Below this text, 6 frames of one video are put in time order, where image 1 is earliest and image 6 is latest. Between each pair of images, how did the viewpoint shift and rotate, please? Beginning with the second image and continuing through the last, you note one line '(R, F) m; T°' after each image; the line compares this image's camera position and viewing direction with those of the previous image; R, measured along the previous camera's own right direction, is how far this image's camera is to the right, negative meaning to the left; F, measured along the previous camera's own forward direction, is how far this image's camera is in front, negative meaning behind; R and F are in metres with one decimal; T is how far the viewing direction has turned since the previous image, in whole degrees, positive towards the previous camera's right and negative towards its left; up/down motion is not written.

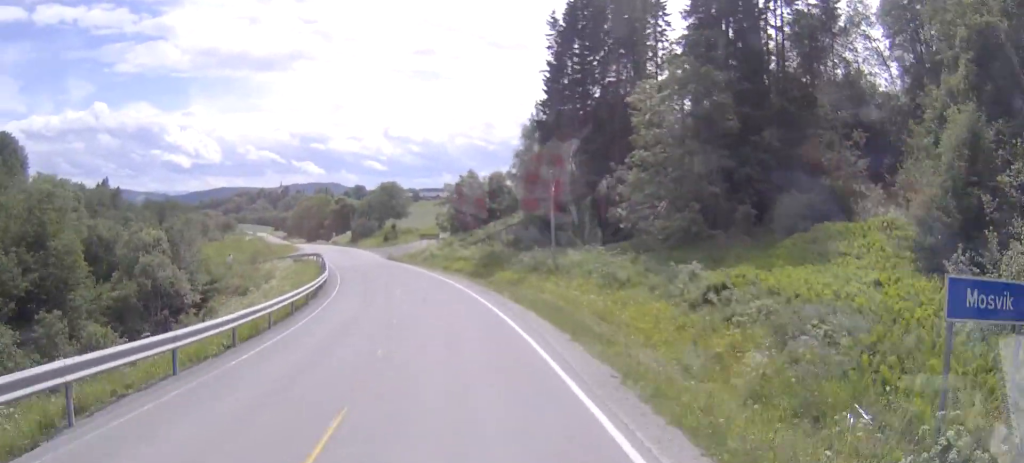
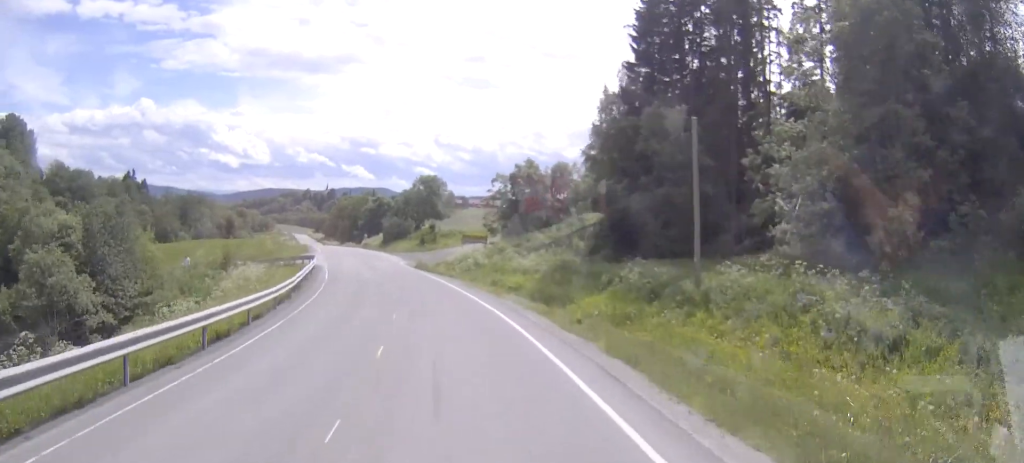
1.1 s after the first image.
(-0.6, +18.9) m; -4°
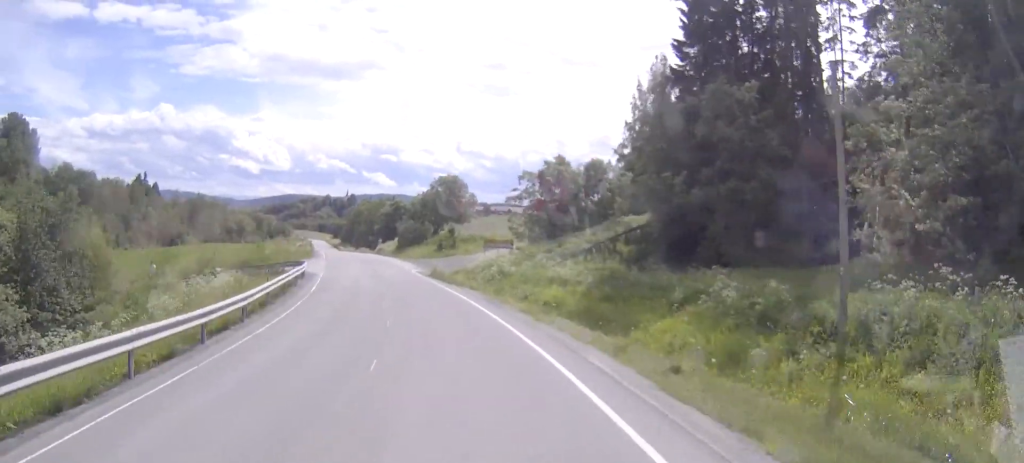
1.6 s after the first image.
(-0.2, +7.7) m; -2°
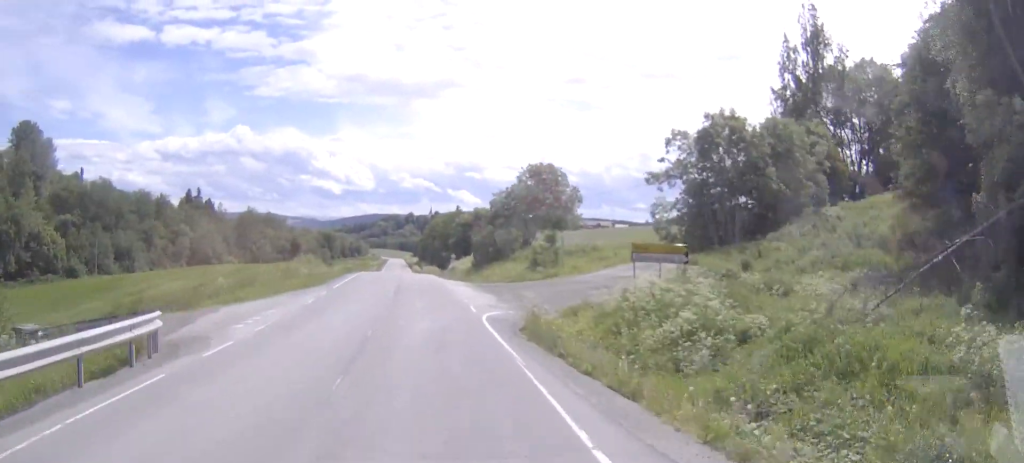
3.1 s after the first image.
(-1.5, +25.6) m; -7°
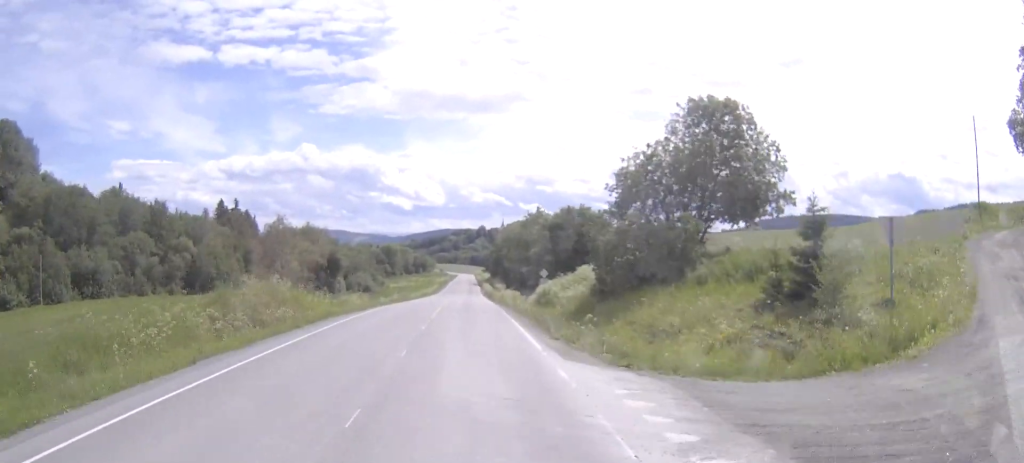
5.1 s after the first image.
(-1.7, +31.7) m; -5°
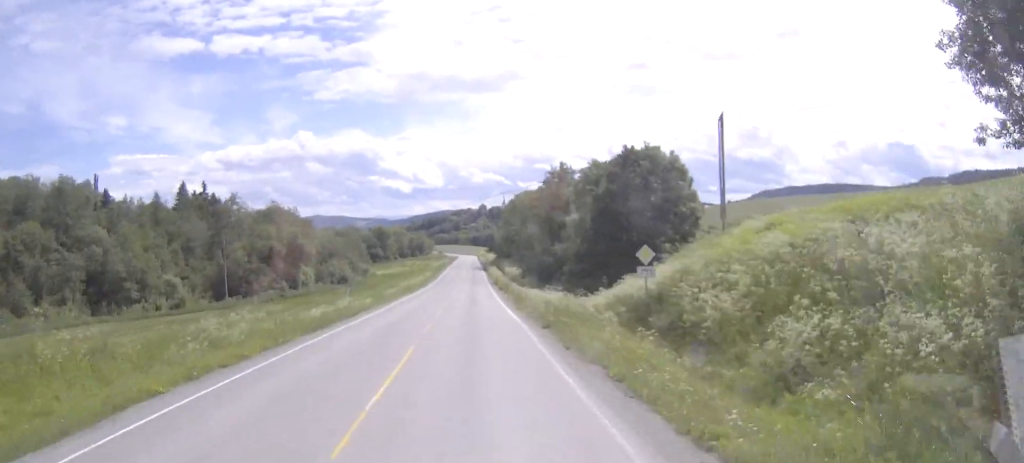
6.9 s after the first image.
(-0.2, +29.0) m; 0°
